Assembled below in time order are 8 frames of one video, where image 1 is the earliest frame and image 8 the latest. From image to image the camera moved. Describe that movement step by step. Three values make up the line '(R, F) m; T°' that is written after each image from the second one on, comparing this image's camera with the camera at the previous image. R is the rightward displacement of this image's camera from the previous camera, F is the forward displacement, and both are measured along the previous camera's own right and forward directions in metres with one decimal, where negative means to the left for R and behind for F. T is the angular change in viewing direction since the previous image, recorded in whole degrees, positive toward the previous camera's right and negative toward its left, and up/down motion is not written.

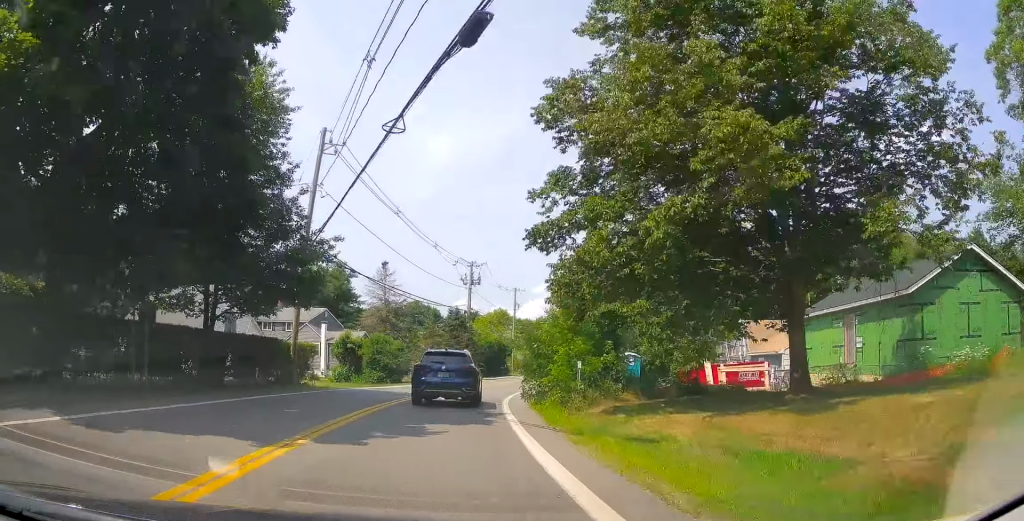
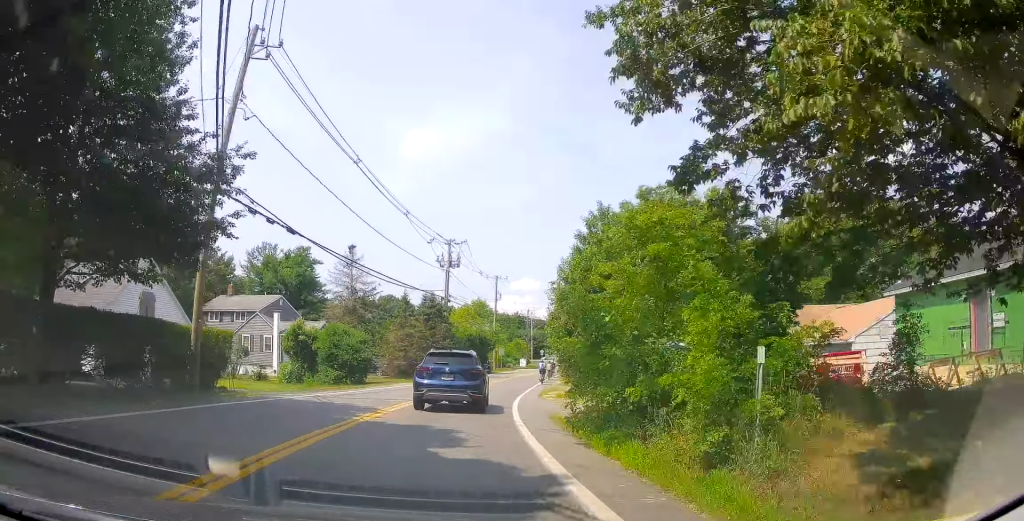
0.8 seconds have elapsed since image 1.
(-0.1, +8.6) m; -1°
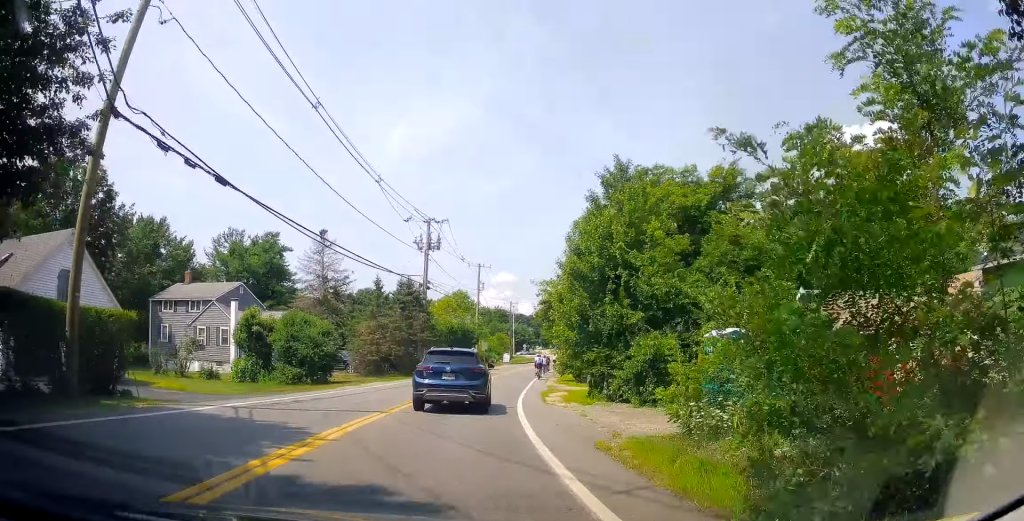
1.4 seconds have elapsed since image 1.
(0.0, +5.8) m; 0°
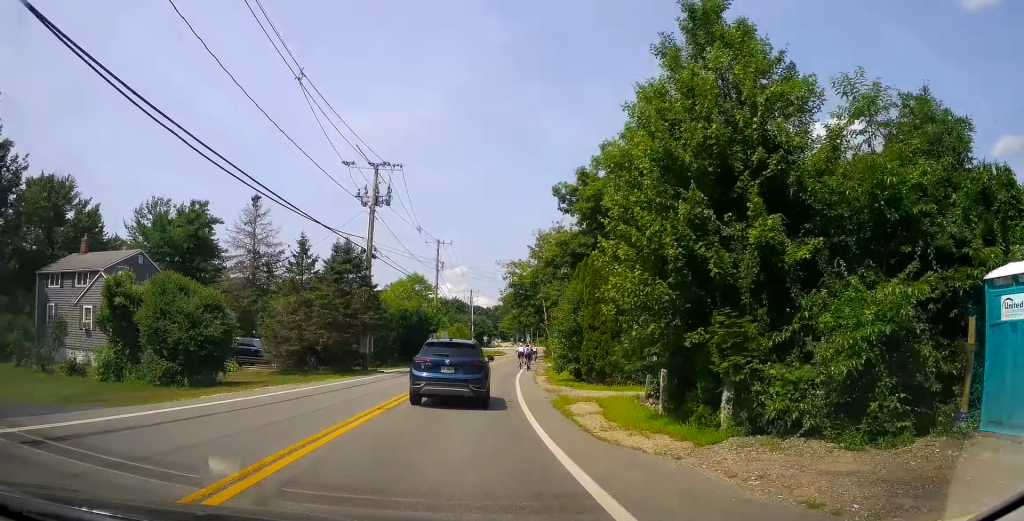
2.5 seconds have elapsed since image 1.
(-0.1, +11.0) m; +1°
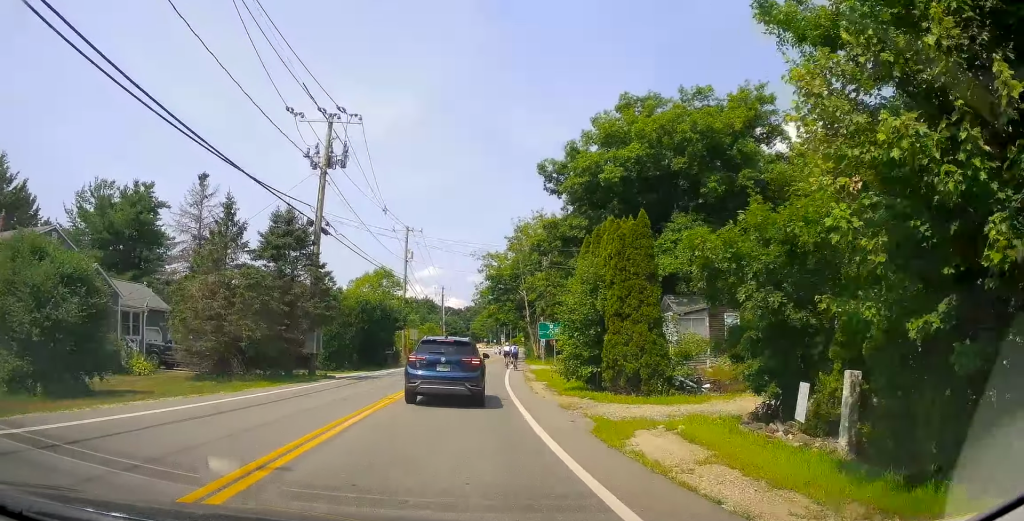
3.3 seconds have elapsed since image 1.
(+0.1, +7.0) m; +3°
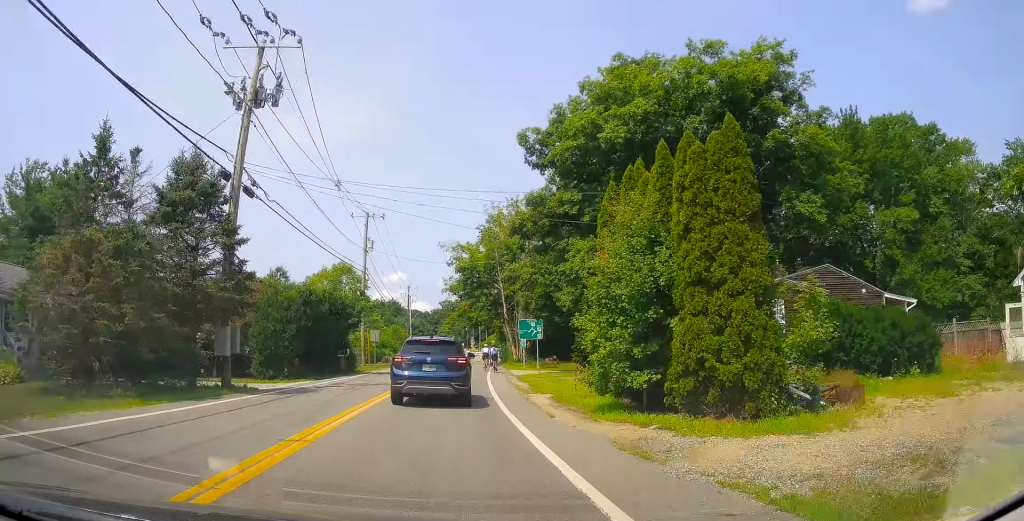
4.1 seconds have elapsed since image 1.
(+0.3, +7.1) m; +4°
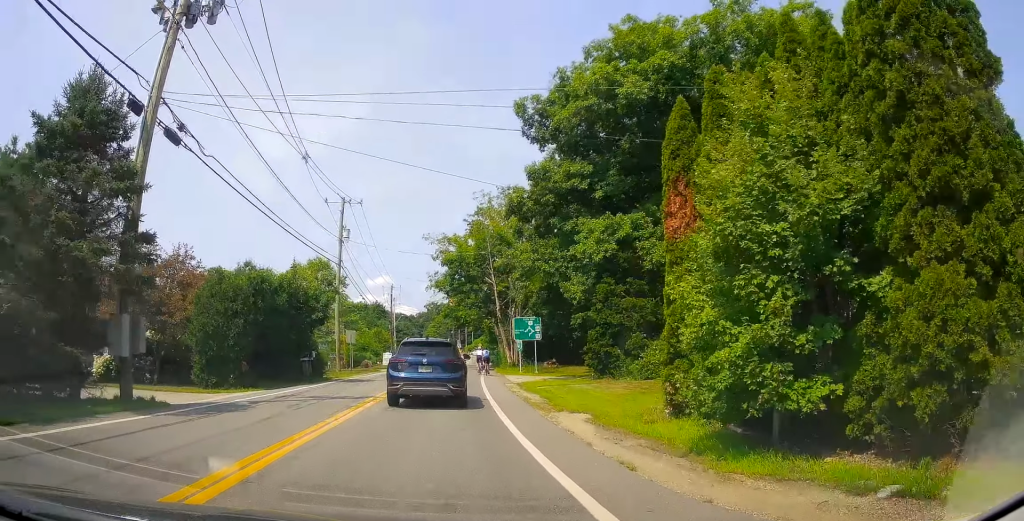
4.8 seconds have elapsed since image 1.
(+0.3, +5.6) m; +1°
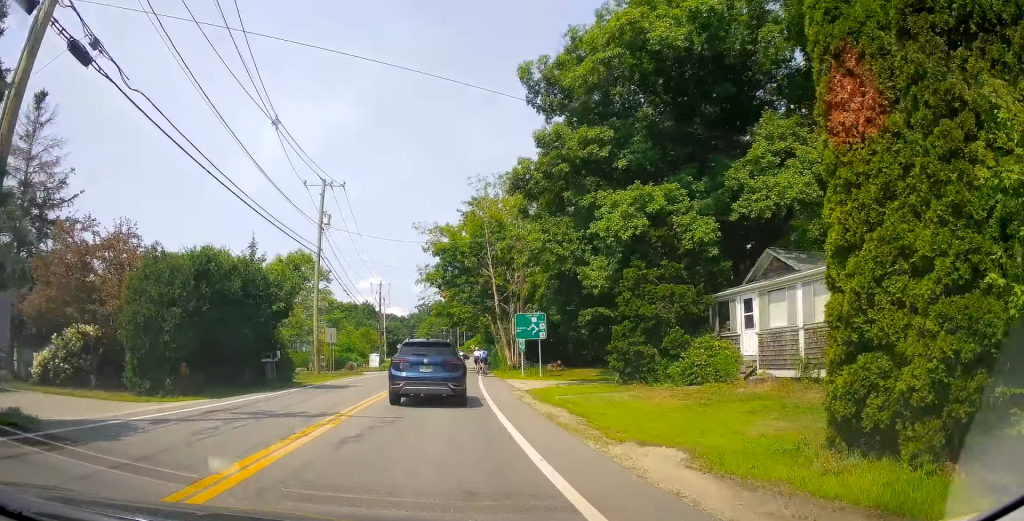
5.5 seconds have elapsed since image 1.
(-0.1, +4.6) m; -1°
